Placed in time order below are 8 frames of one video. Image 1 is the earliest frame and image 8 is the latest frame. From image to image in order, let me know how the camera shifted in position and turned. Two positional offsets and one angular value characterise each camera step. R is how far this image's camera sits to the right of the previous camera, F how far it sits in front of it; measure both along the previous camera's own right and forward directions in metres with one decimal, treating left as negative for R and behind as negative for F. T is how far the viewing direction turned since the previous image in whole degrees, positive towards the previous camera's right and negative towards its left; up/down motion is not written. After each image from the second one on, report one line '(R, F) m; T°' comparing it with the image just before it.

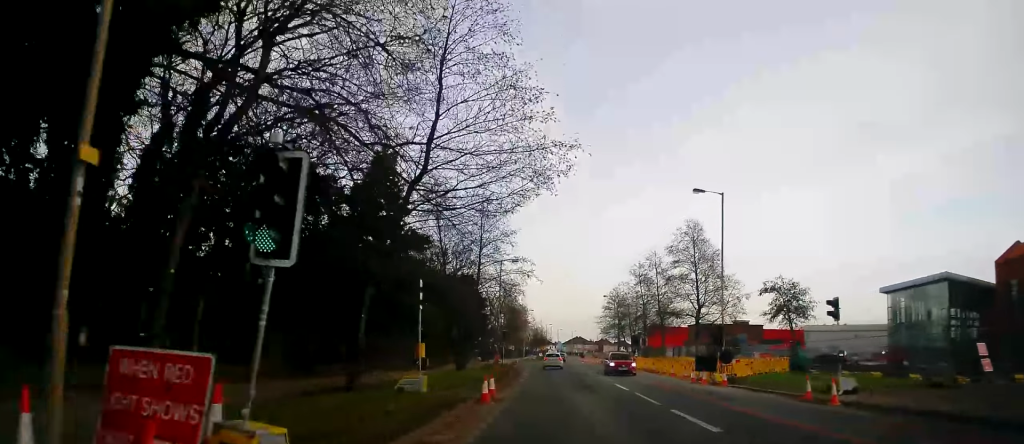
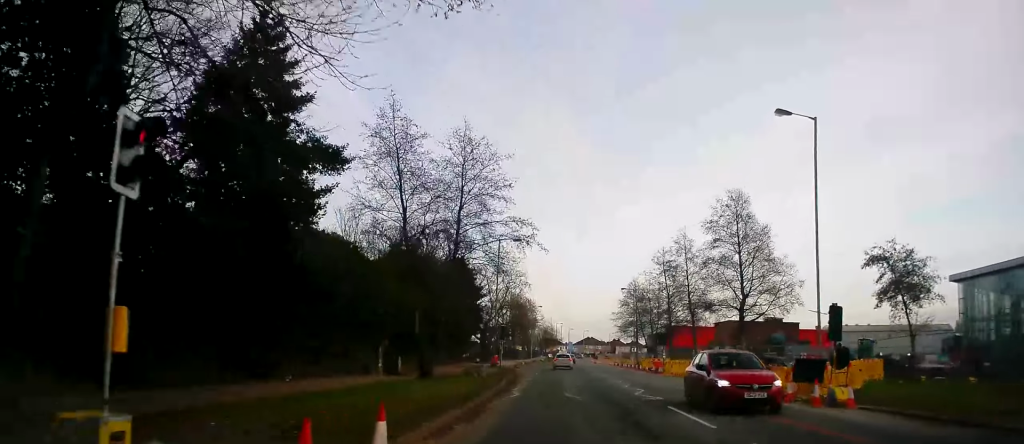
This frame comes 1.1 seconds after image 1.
(0.0, +10.9) m; 0°
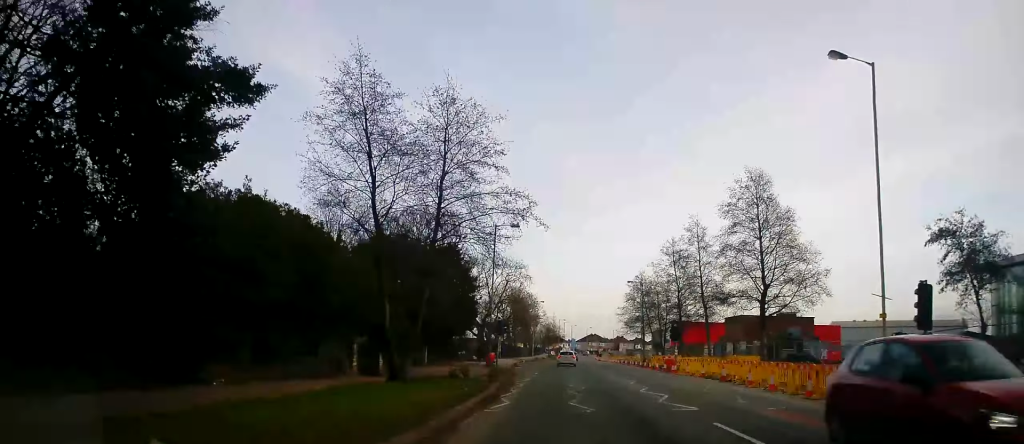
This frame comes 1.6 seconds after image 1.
(+0.1, +4.3) m; 0°
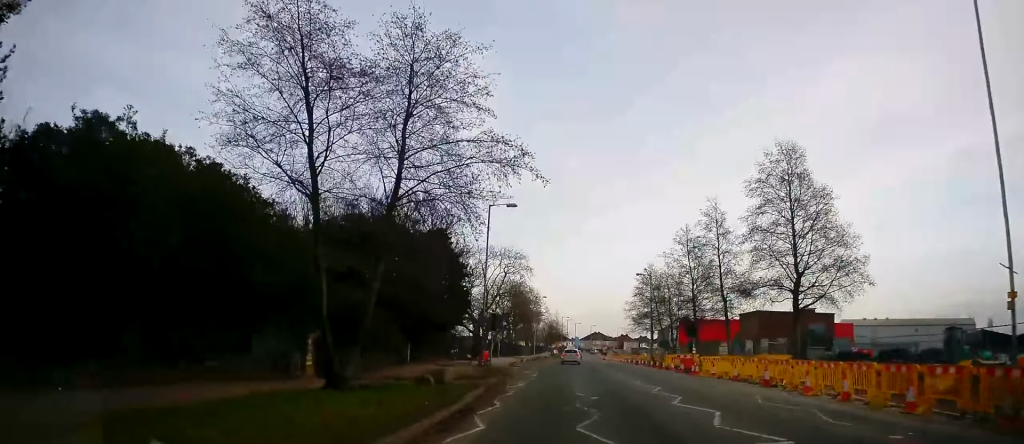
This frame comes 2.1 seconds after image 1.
(-0.1, +5.5) m; -2°
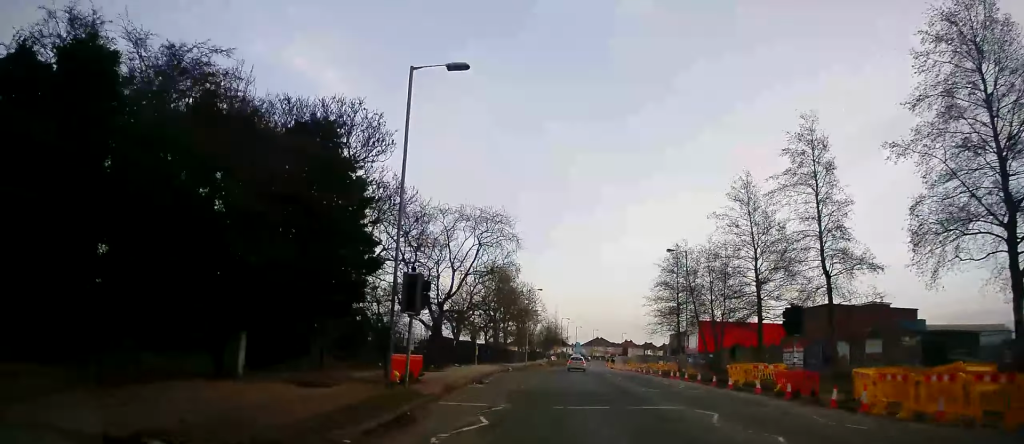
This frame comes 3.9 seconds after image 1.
(-0.7, +19.3) m; -1°
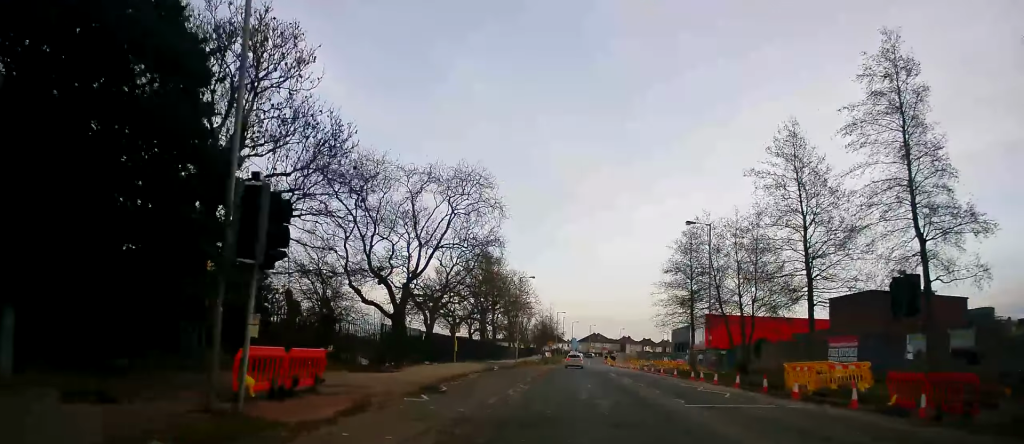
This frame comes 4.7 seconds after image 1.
(+0.2, +9.0) m; +2°
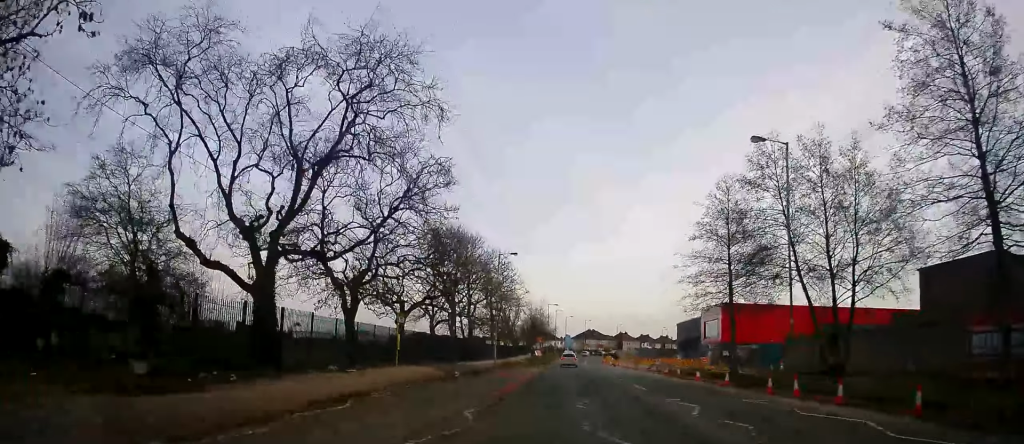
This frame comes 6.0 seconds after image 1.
(+0.2, +15.3) m; +1°
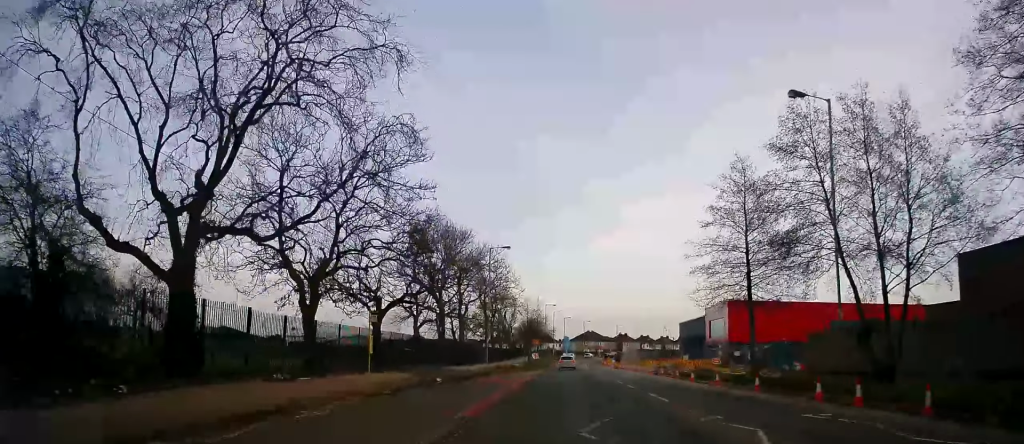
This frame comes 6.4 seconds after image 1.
(+0.2, +4.6) m; 0°
